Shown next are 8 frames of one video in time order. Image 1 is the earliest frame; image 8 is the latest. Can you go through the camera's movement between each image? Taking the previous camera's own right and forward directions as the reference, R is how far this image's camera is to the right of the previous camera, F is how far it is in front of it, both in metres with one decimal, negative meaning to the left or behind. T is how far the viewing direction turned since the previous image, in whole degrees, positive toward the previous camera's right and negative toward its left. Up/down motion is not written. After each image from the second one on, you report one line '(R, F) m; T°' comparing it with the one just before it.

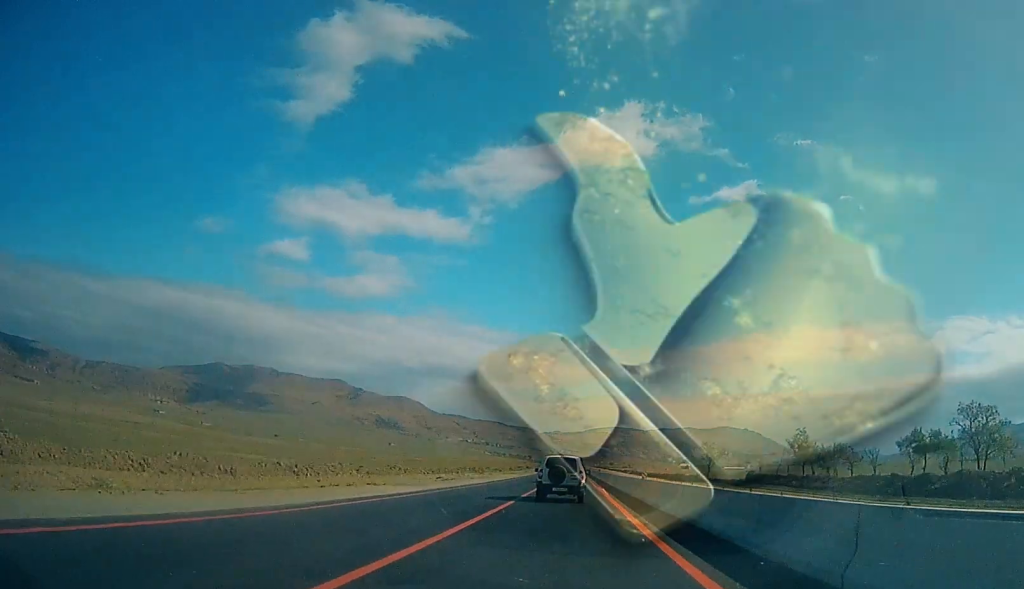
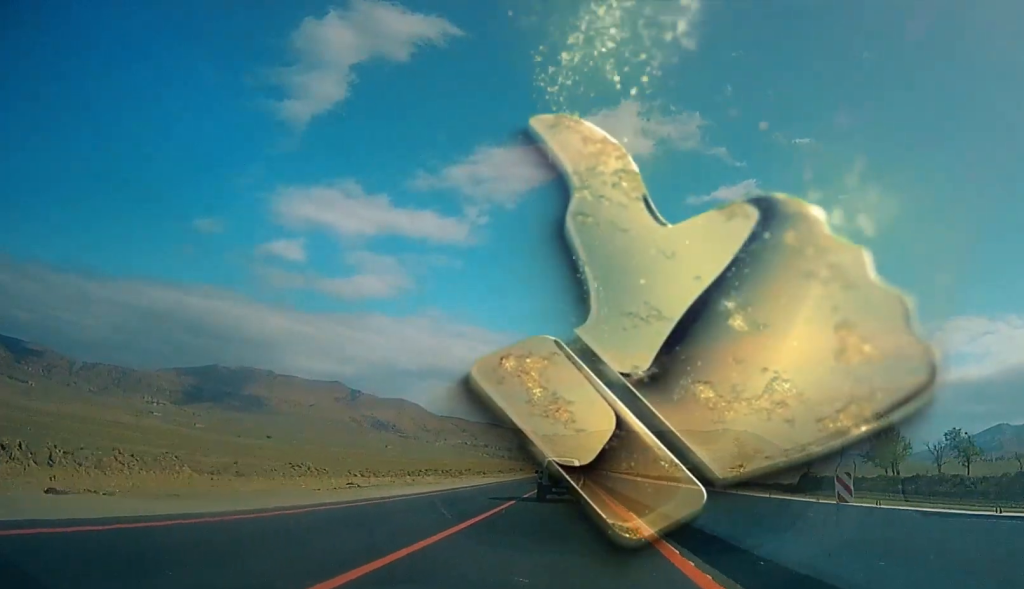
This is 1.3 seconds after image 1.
(+0.2, +21.4) m; 0°
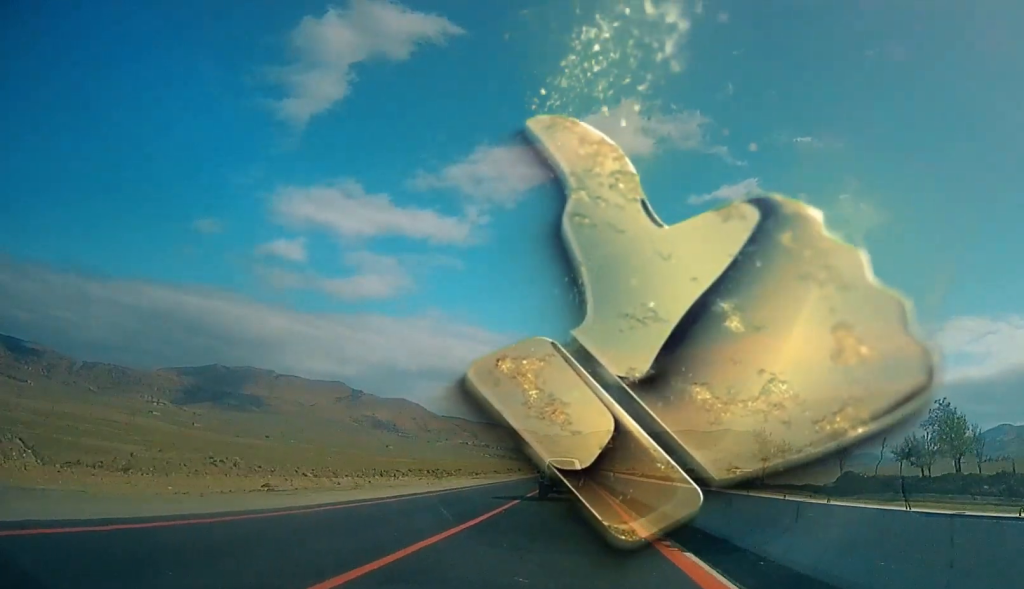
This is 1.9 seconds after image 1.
(-0.3, +9.2) m; 0°
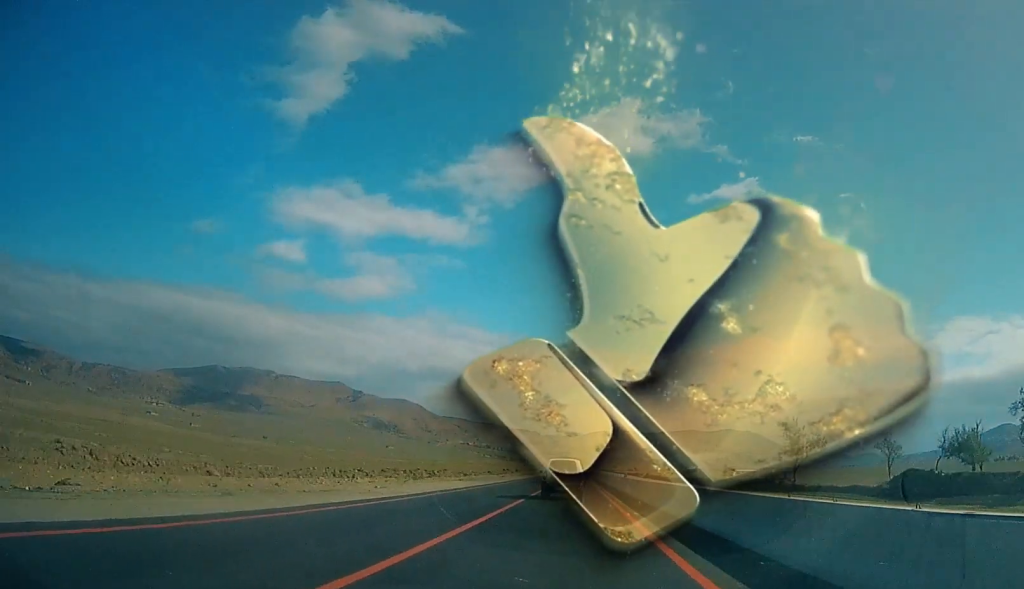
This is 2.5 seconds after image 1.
(+1.0, +10.6) m; -1°
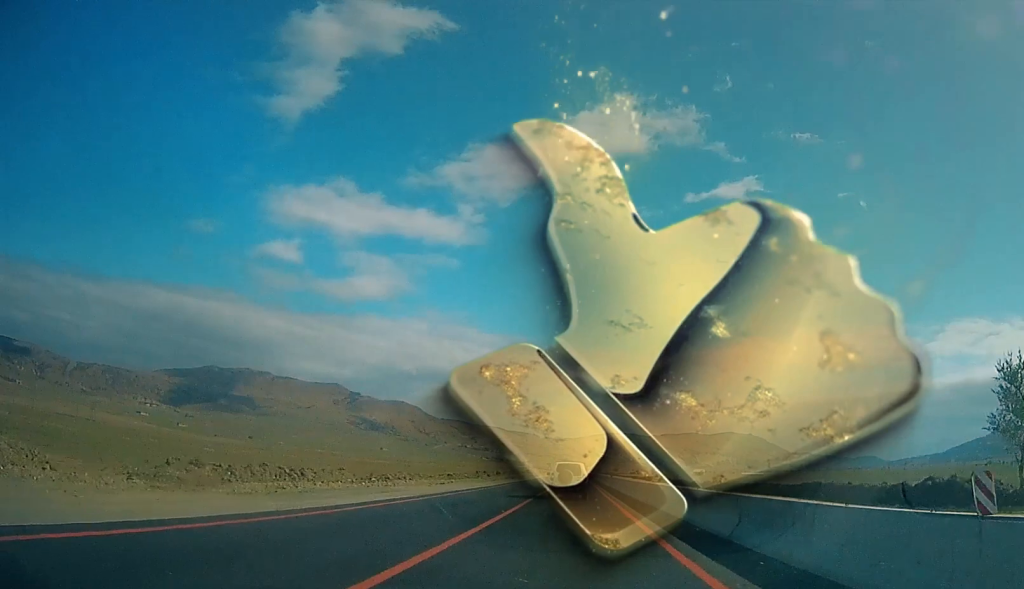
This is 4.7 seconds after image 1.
(+0.2, +34.4) m; +1°
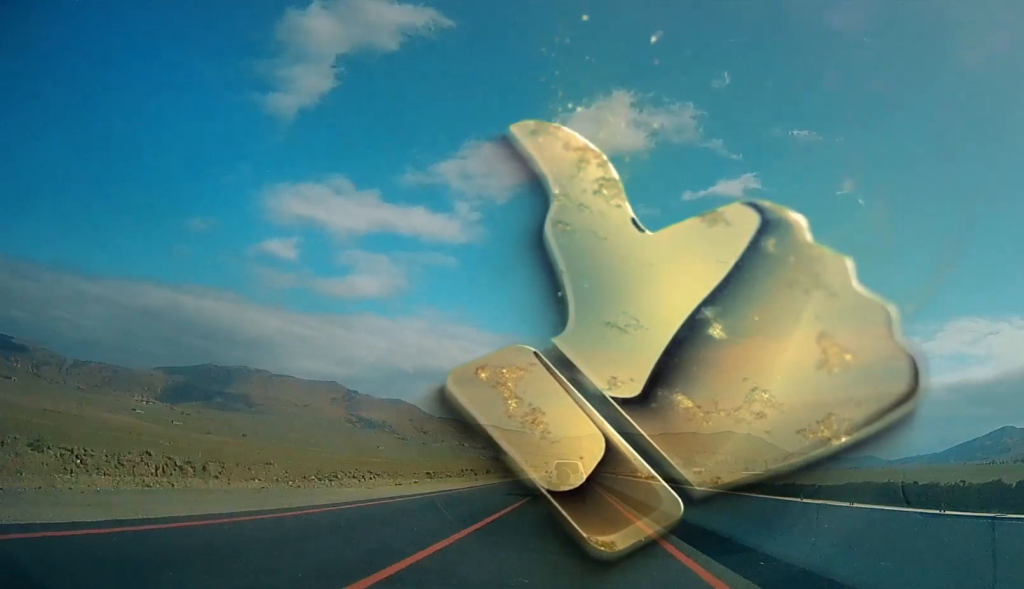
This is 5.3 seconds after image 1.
(-0.9, +10.4) m; 0°
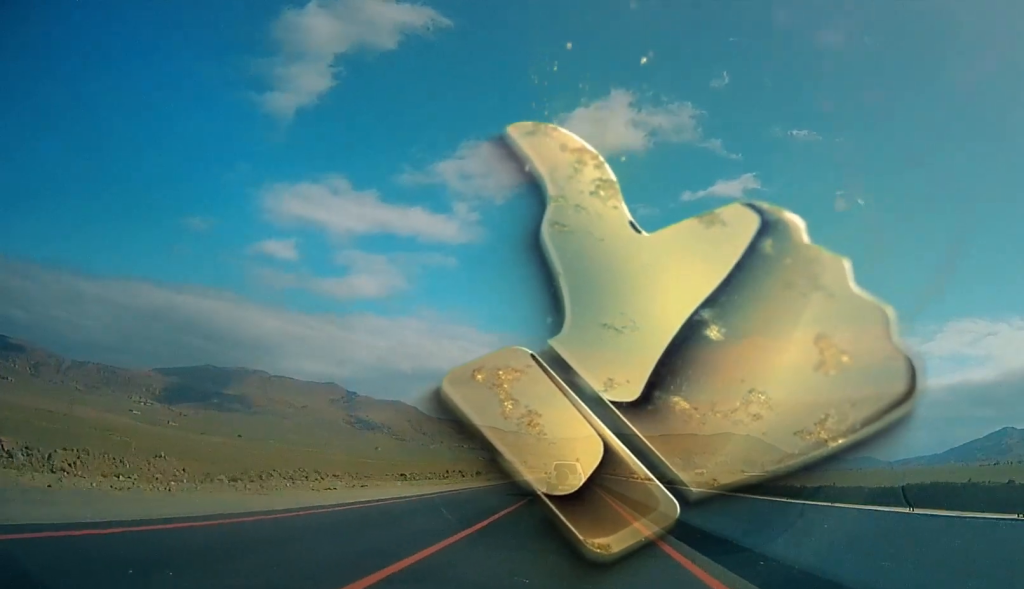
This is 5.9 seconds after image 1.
(-0.2, +9.8) m; 0°
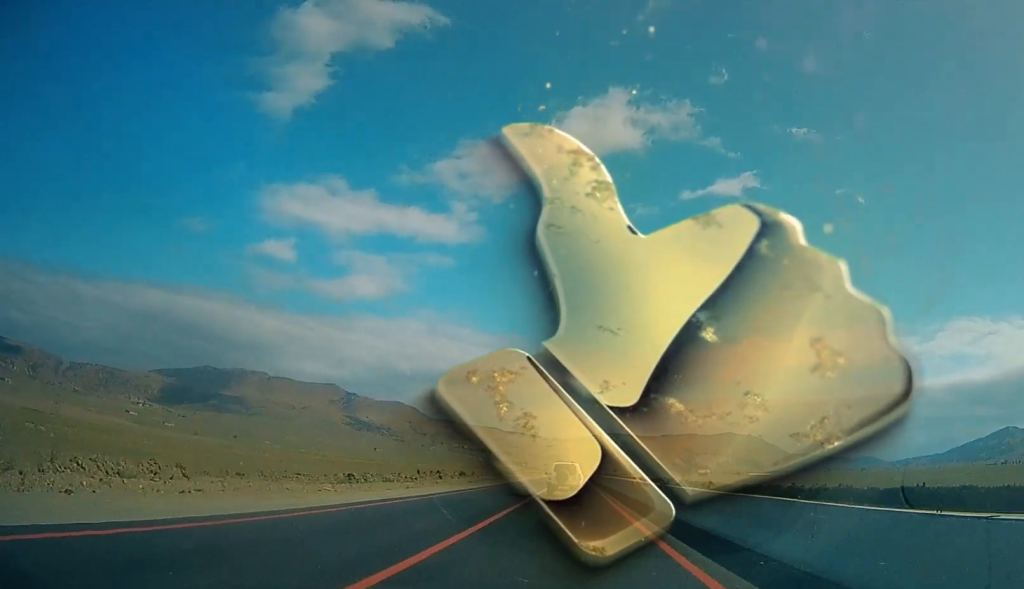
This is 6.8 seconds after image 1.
(+1.0, +14.3) m; -1°
